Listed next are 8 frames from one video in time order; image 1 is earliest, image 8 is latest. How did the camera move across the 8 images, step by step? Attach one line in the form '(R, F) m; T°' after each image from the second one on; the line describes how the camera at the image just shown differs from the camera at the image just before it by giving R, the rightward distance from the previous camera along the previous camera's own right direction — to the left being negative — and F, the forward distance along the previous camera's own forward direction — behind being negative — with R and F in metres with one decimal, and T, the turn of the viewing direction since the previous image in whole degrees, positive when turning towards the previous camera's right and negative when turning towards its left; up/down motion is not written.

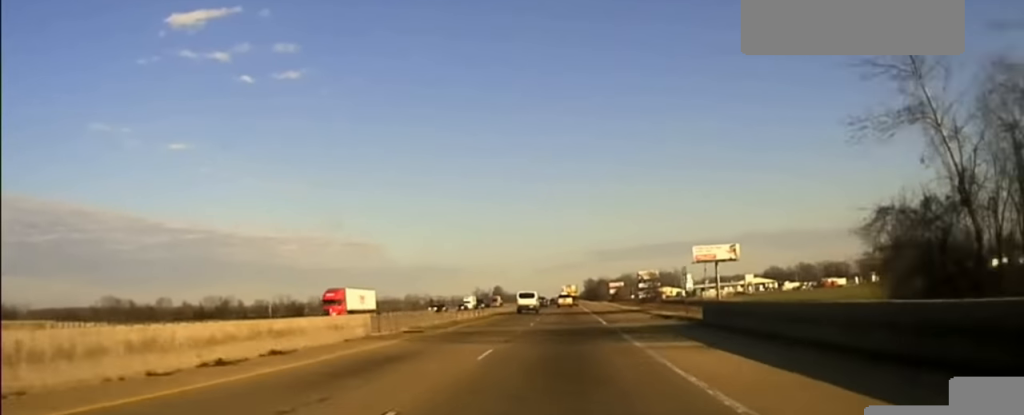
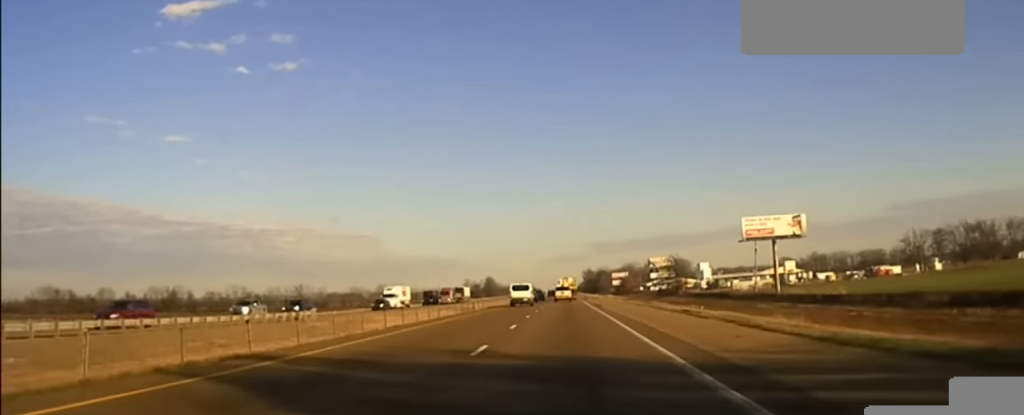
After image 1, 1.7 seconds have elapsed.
(0.0, +62.4) m; 0°
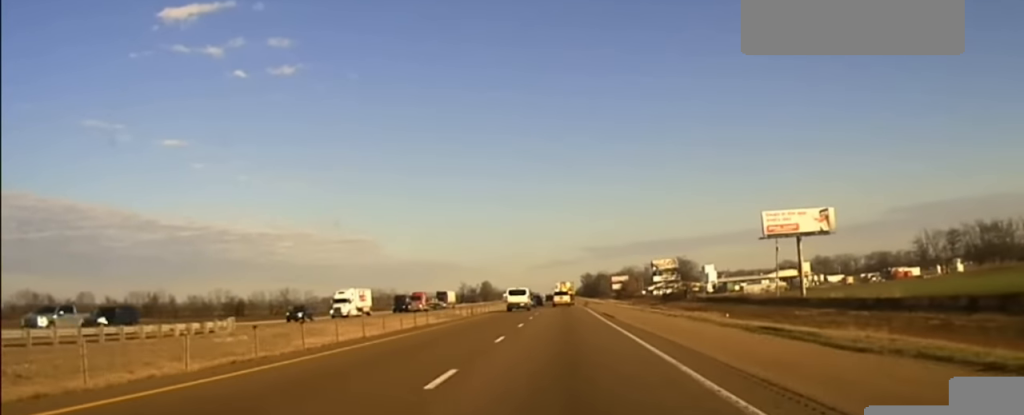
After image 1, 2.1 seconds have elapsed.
(0.0, +17.6) m; 0°
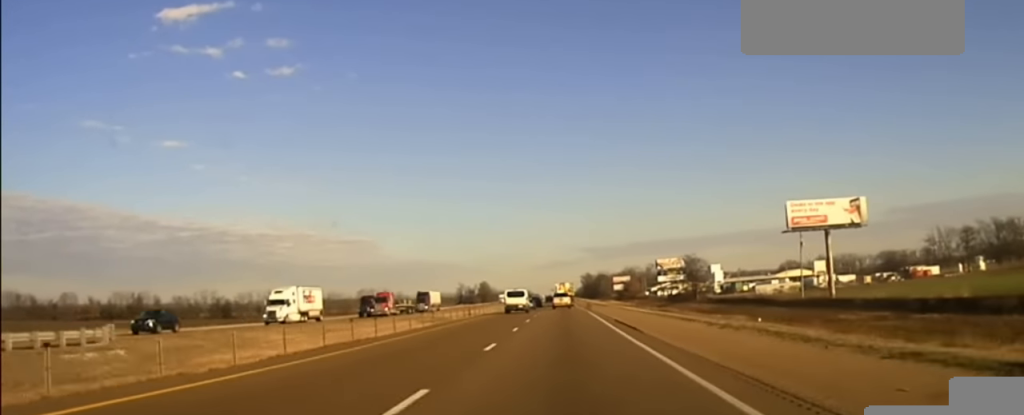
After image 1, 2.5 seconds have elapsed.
(0.0, +15.1) m; 0°
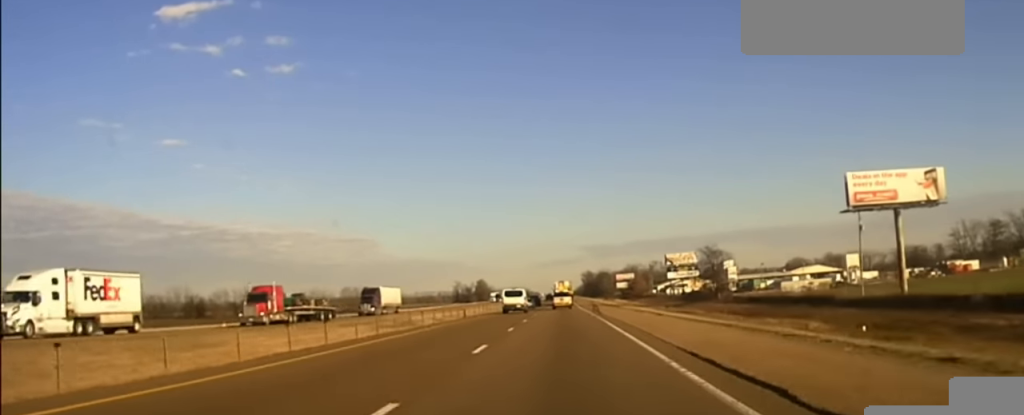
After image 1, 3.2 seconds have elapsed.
(0.0, +27.6) m; 0°
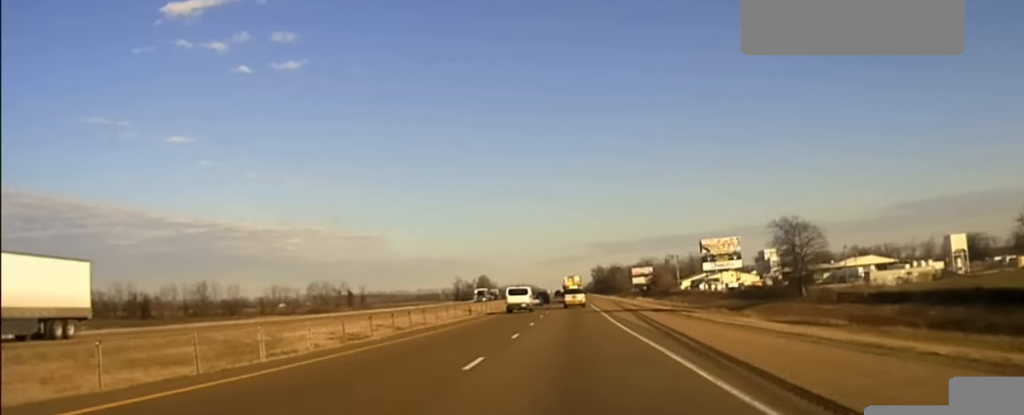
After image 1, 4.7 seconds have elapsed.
(0.0, +53.3) m; 0°
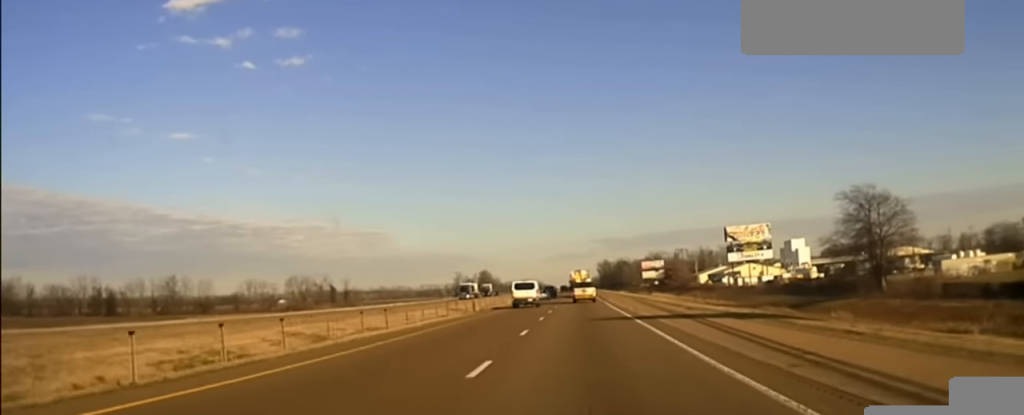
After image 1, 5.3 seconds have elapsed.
(0.0, +24.5) m; 0°
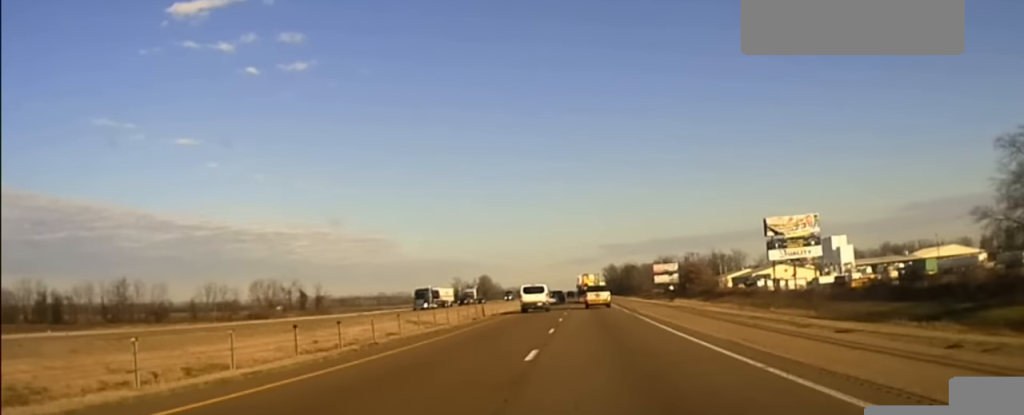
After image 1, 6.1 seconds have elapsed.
(-0.4, +31.4) m; 0°
